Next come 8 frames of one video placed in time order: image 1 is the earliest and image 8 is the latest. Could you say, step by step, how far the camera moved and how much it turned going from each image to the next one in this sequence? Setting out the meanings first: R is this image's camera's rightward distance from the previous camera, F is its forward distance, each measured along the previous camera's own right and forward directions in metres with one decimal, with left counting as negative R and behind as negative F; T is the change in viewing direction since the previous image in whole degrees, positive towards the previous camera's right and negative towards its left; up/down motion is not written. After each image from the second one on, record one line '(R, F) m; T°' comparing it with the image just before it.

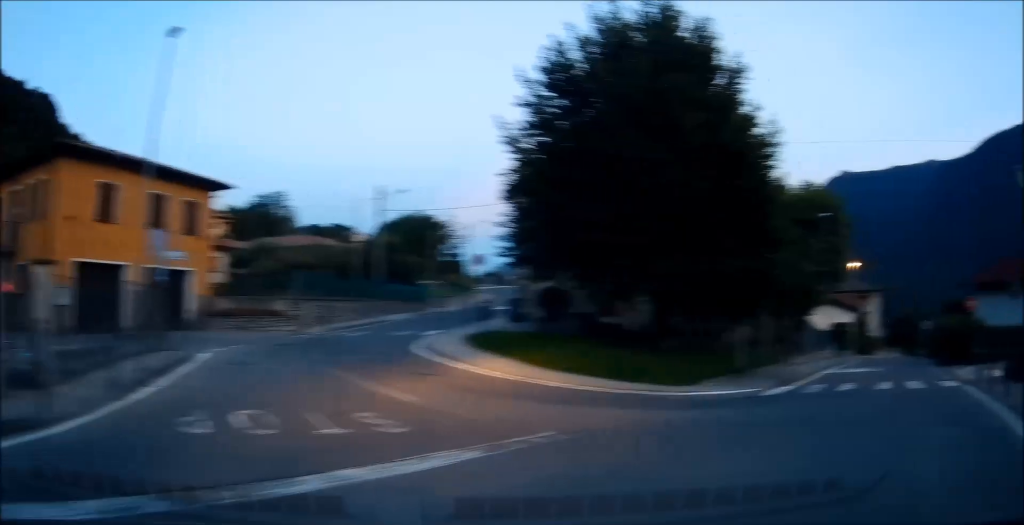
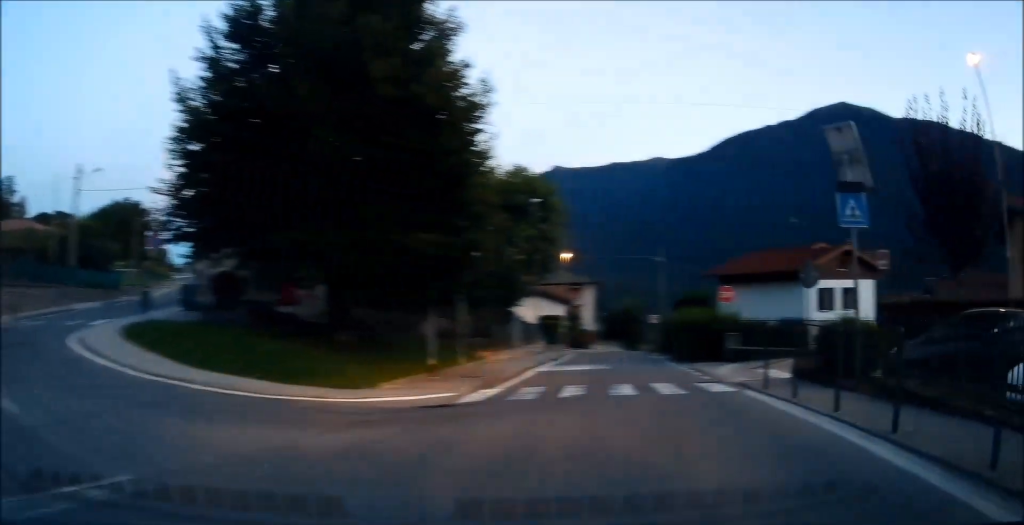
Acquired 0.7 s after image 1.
(-0.3, +2.4) m; +29°
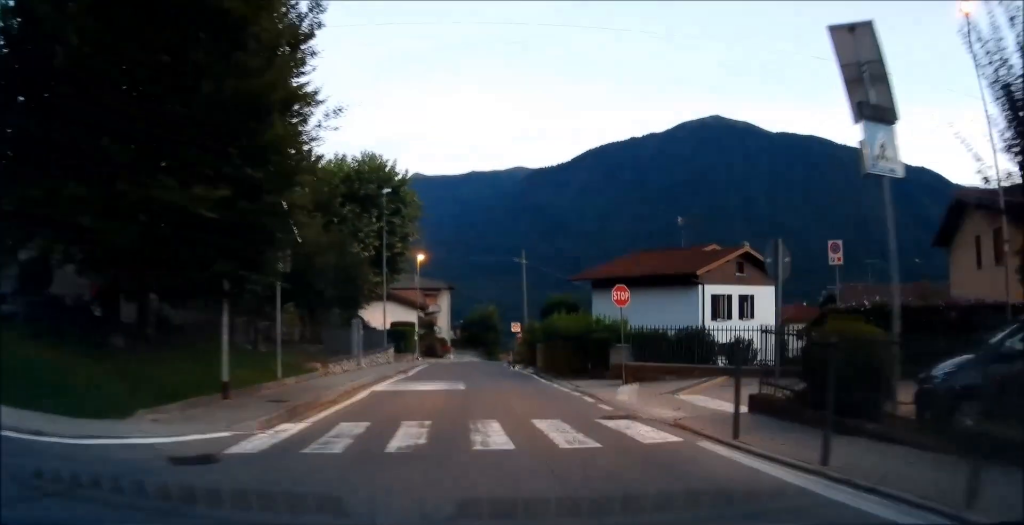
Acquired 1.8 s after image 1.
(+2.0, +3.8) m; +24°
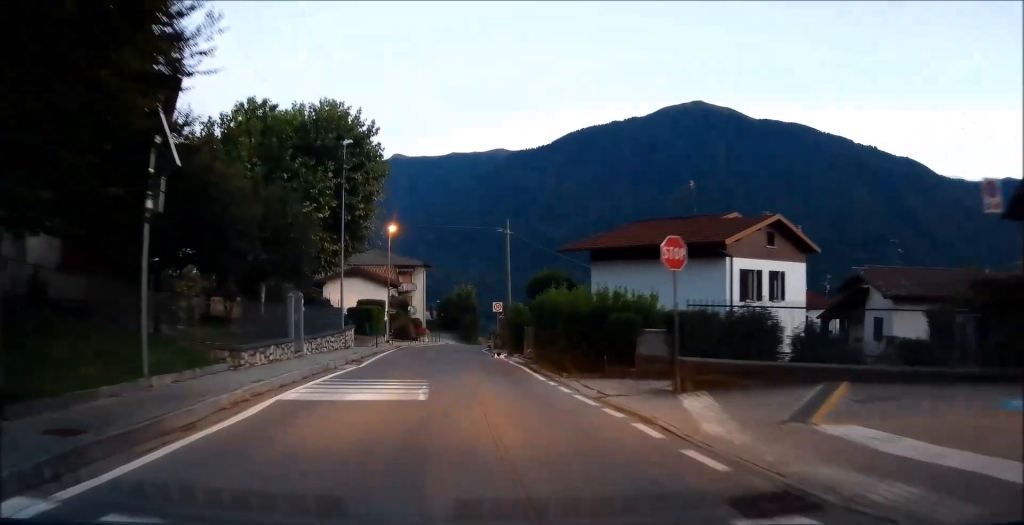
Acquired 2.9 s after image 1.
(-0.5, +5.3) m; -11°
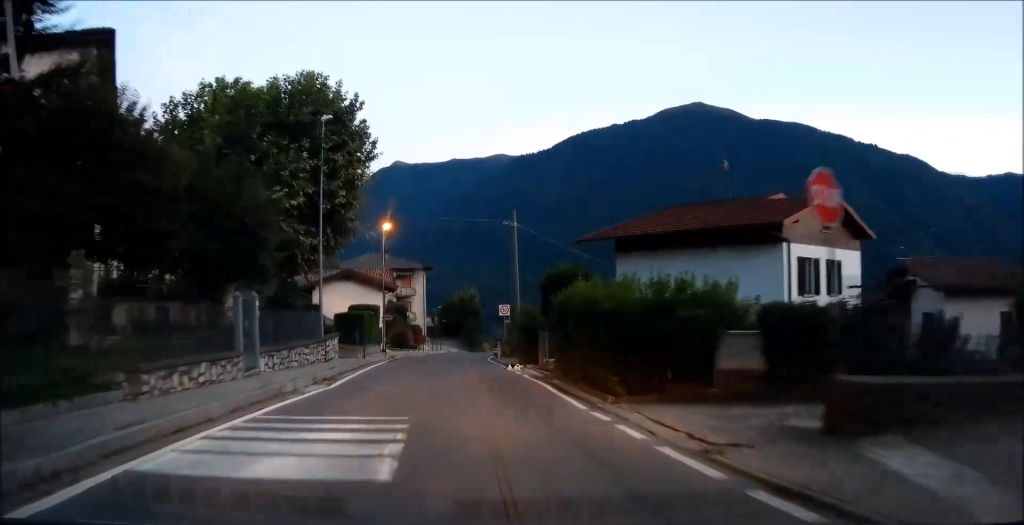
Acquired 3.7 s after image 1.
(-0.5, +4.4) m; -3°
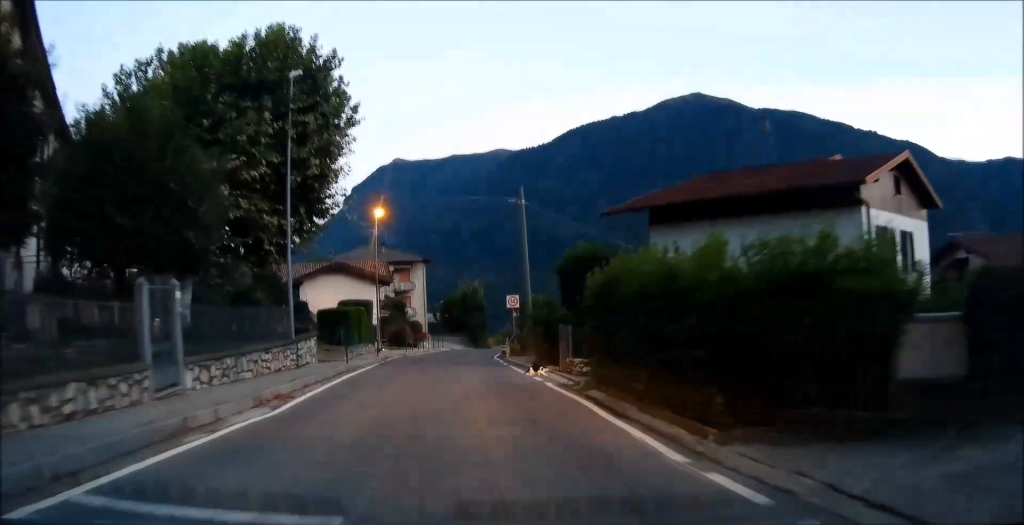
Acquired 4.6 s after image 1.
(+0.2, +4.6) m; +6°
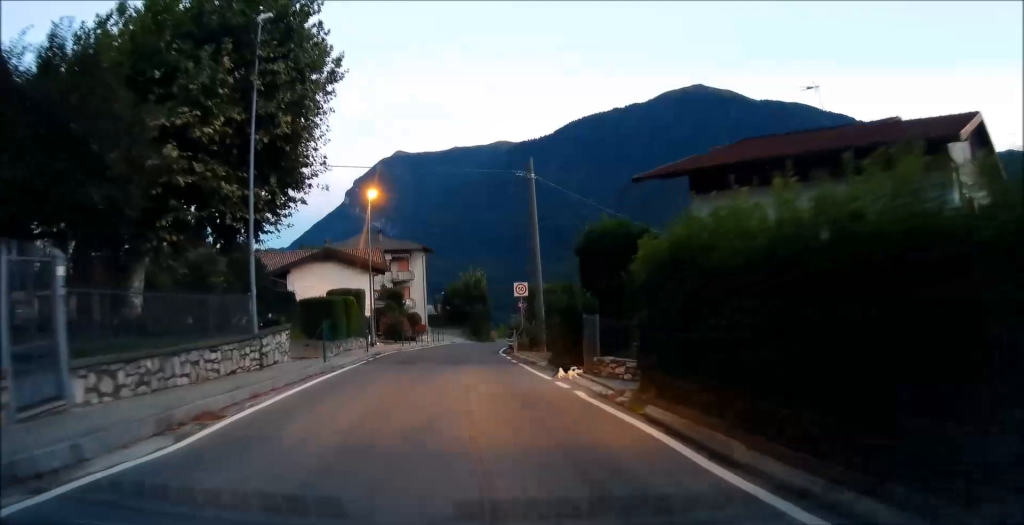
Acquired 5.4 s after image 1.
(+0.2, +3.8) m; +4°
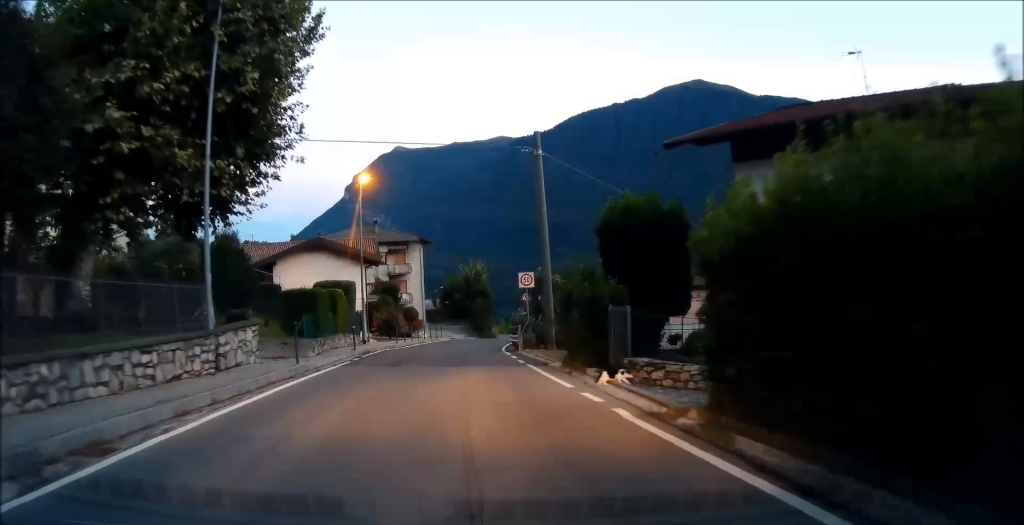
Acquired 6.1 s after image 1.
(+0.1, +3.1) m; +1°
